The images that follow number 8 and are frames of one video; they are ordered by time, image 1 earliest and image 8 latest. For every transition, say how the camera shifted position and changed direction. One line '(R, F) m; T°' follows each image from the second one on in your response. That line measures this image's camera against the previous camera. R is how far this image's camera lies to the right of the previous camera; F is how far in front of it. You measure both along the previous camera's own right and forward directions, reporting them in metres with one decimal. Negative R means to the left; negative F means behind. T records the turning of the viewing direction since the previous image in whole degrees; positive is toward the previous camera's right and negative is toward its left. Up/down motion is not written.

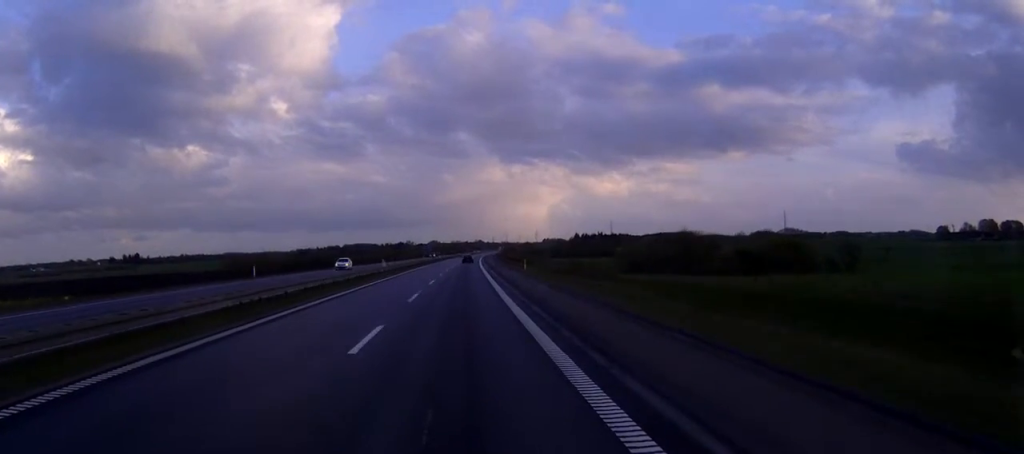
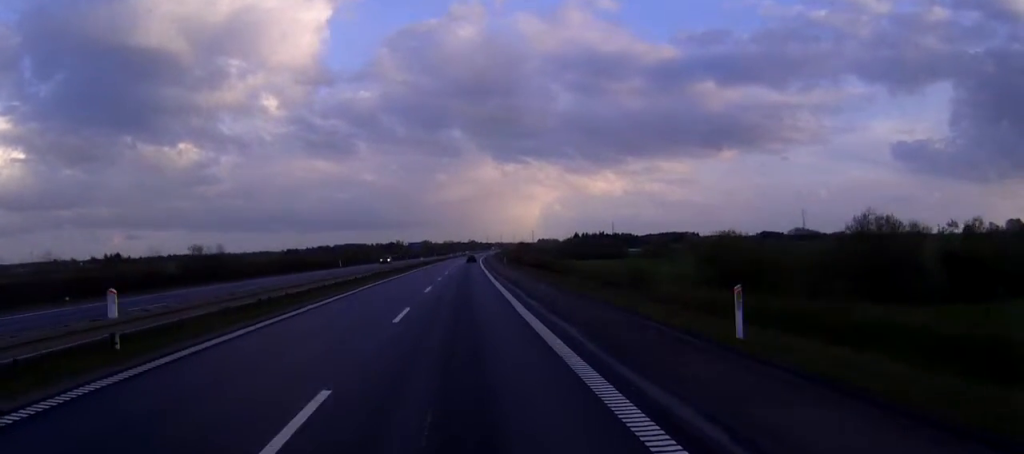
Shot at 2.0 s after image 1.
(+0.4, +53.1) m; +1°
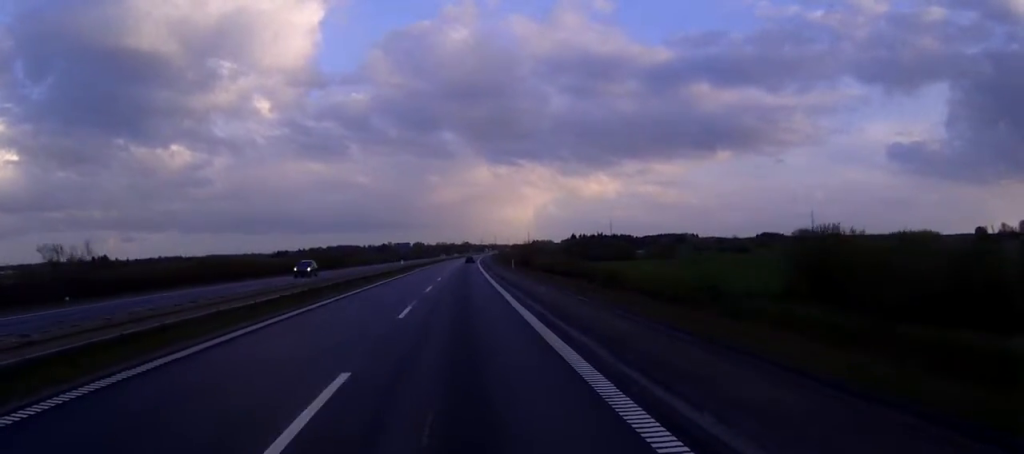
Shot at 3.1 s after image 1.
(+0.1, +28.4) m; 0°
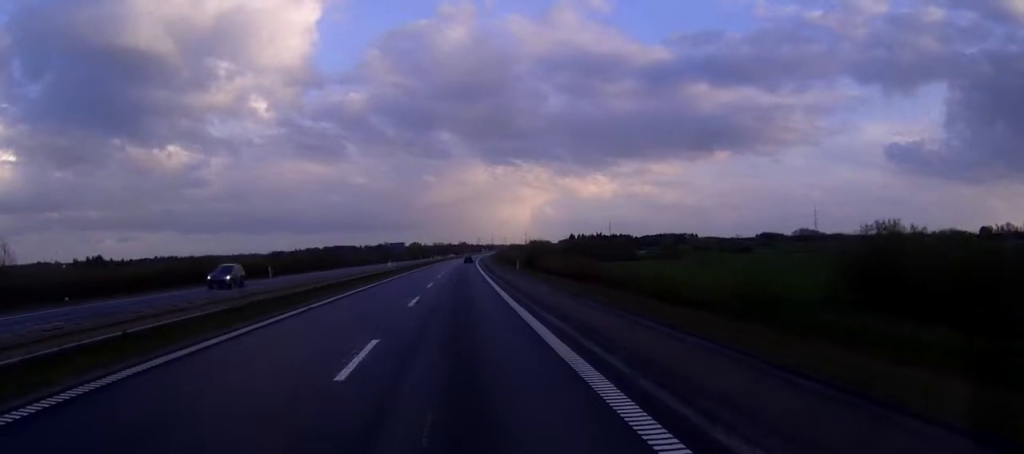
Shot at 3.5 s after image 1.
(0.0, +10.6) m; 0°
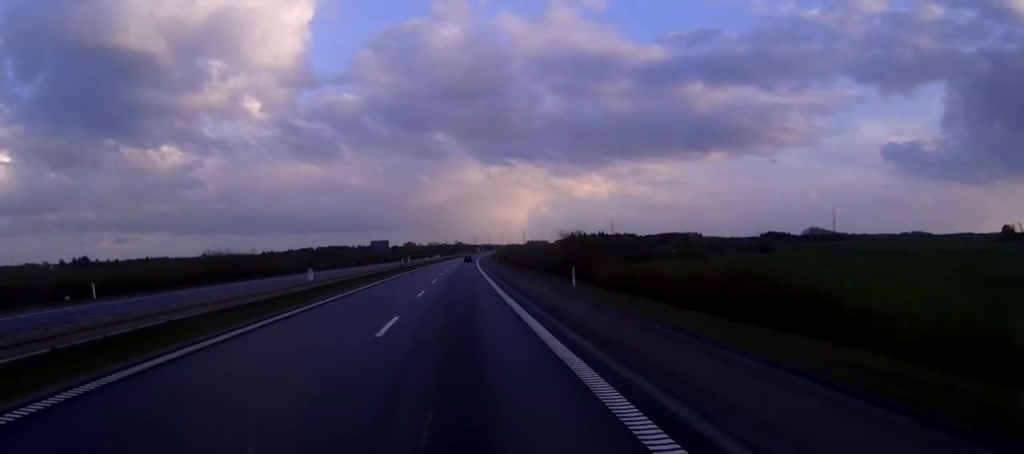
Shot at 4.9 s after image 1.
(+0.1, +39.0) m; 0°
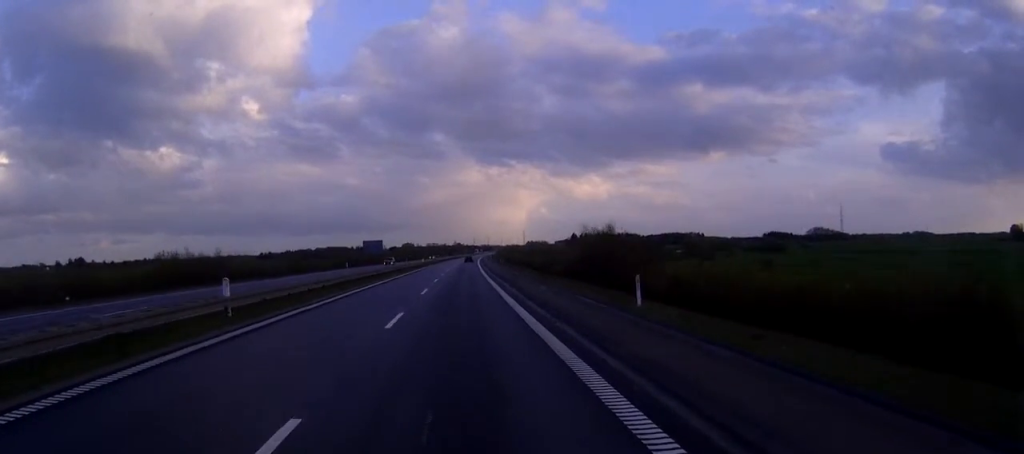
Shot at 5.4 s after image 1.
(0.0, +13.4) m; 0°
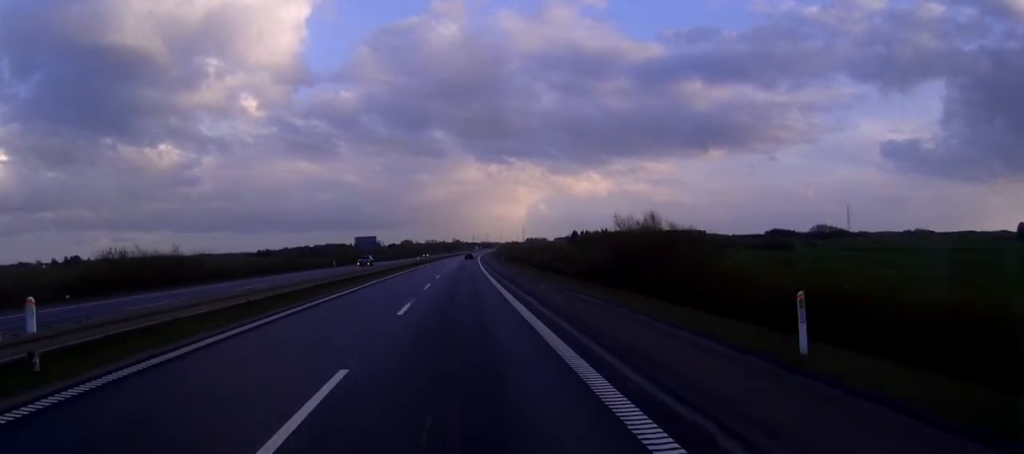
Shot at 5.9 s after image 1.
(0.0, +11.5) m; 0°
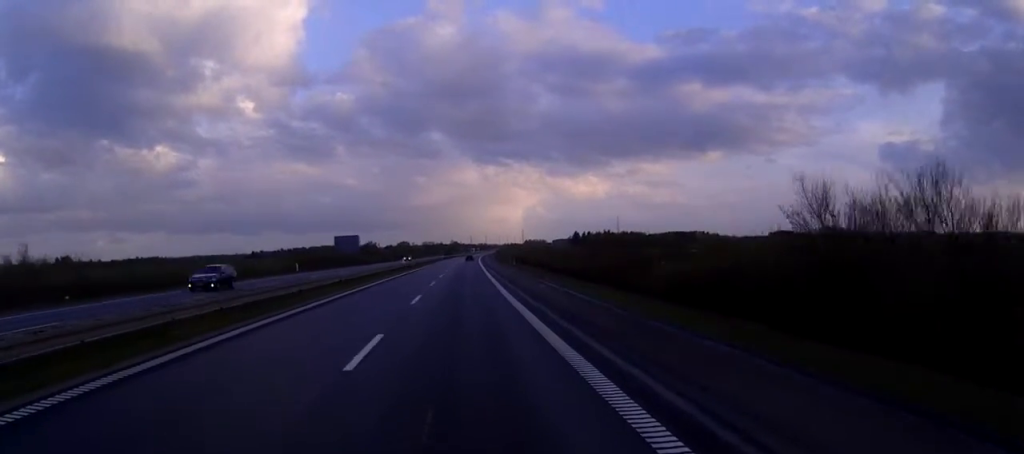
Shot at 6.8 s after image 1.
(+0.1, +24.8) m; 0°
